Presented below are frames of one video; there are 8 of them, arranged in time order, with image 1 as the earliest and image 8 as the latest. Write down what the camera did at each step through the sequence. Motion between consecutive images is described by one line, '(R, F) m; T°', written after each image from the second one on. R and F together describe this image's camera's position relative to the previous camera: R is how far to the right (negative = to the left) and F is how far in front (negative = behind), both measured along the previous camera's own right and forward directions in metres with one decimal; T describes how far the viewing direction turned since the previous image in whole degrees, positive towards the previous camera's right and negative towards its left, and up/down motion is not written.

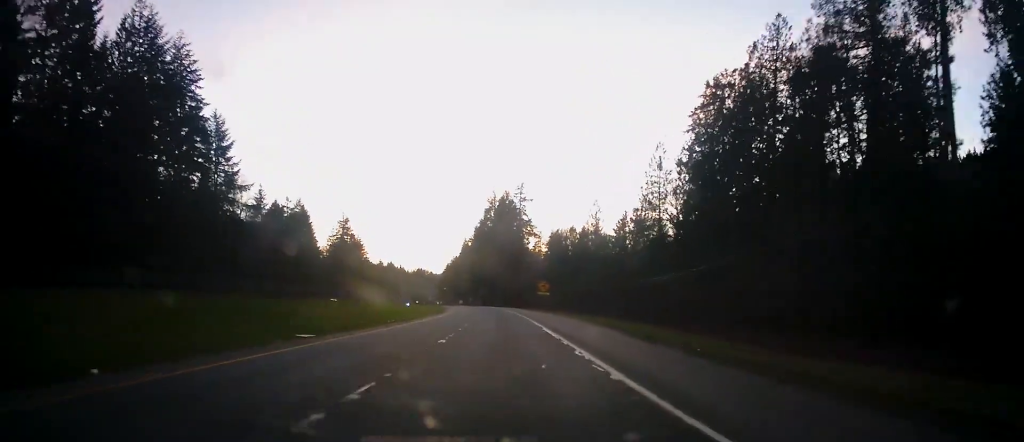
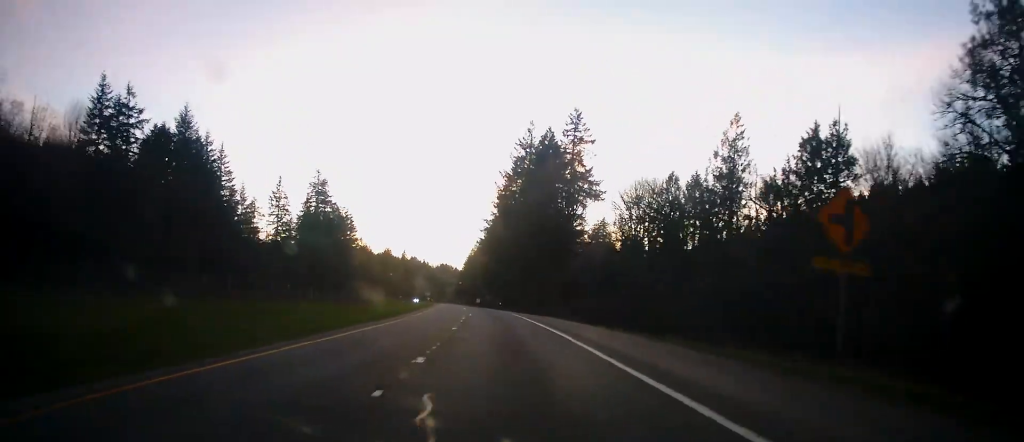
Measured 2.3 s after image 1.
(-0.7, +67.8) m; -2°
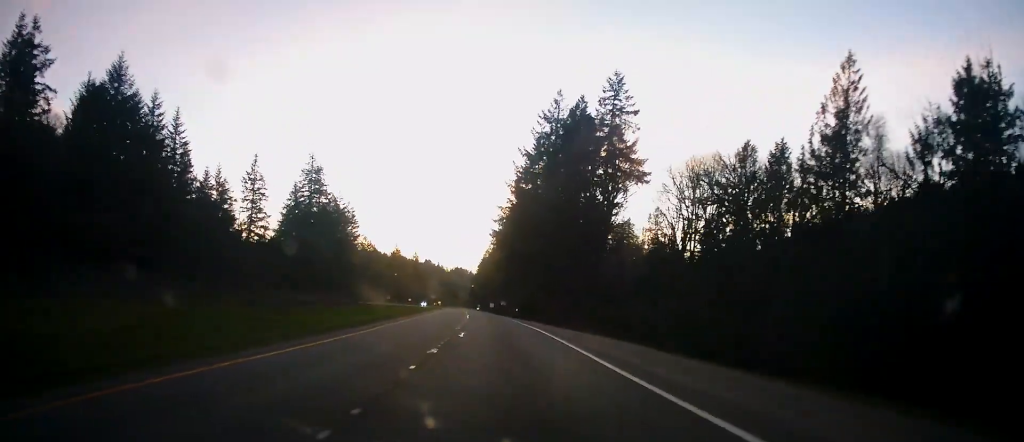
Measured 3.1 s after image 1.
(0.0, +21.4) m; -2°
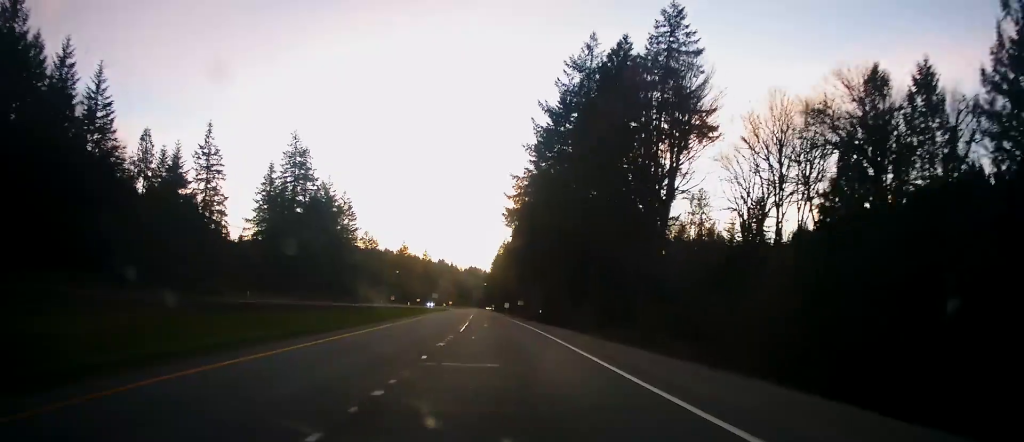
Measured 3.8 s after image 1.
(-0.7, +22.4) m; -1°
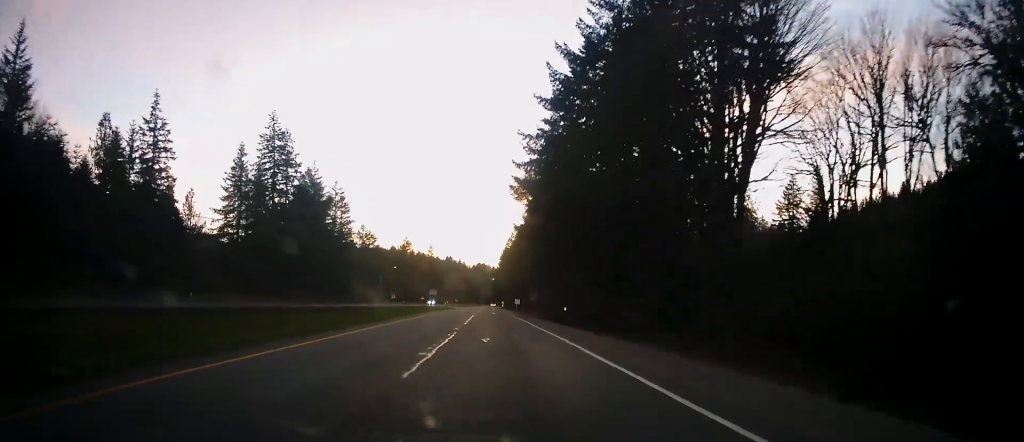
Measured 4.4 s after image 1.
(-0.2, +16.5) m; -1°
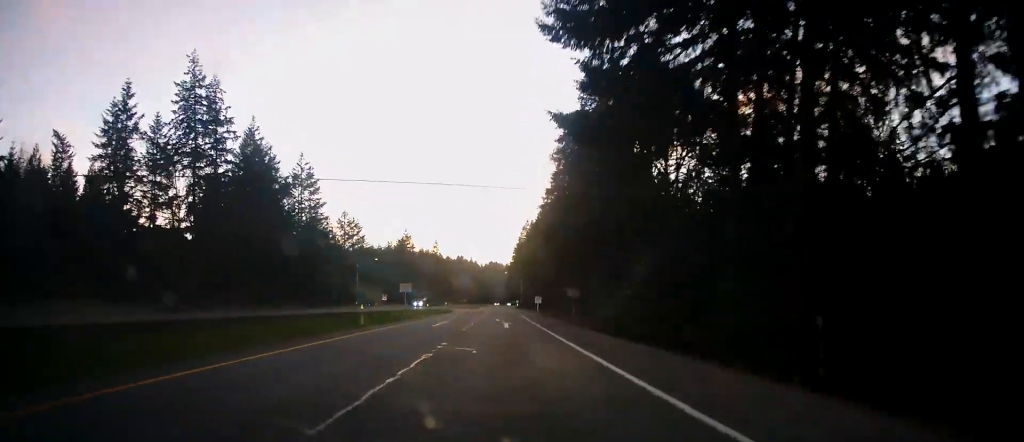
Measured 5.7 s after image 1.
(-0.2, +36.9) m; -2°
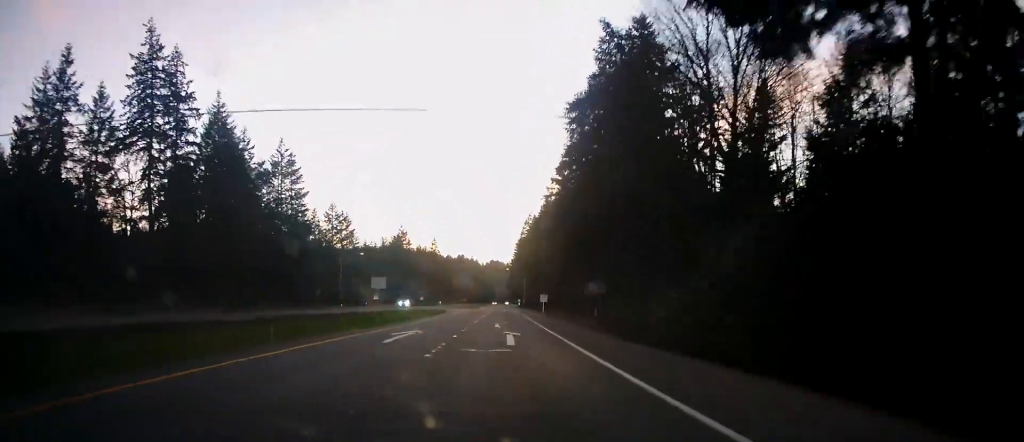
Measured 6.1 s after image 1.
(-0.1, +12.7) m; -1°
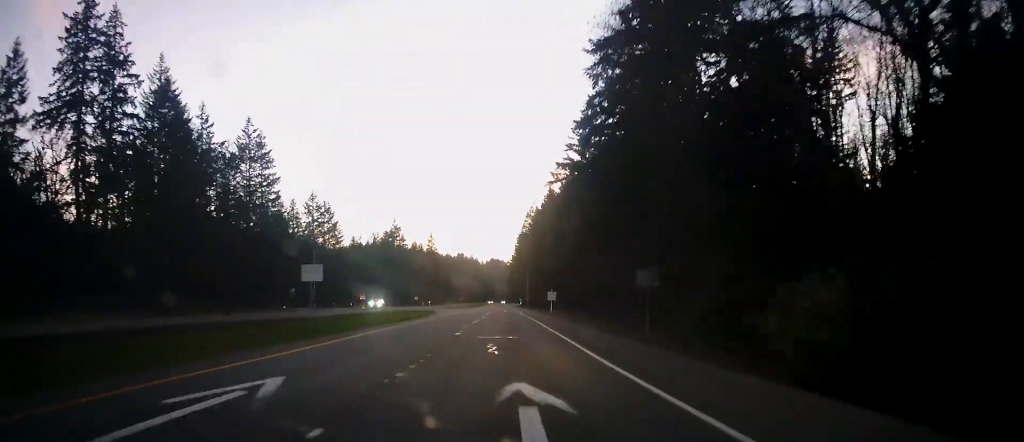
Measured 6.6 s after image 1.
(-0.2, +15.4) m; 0°
